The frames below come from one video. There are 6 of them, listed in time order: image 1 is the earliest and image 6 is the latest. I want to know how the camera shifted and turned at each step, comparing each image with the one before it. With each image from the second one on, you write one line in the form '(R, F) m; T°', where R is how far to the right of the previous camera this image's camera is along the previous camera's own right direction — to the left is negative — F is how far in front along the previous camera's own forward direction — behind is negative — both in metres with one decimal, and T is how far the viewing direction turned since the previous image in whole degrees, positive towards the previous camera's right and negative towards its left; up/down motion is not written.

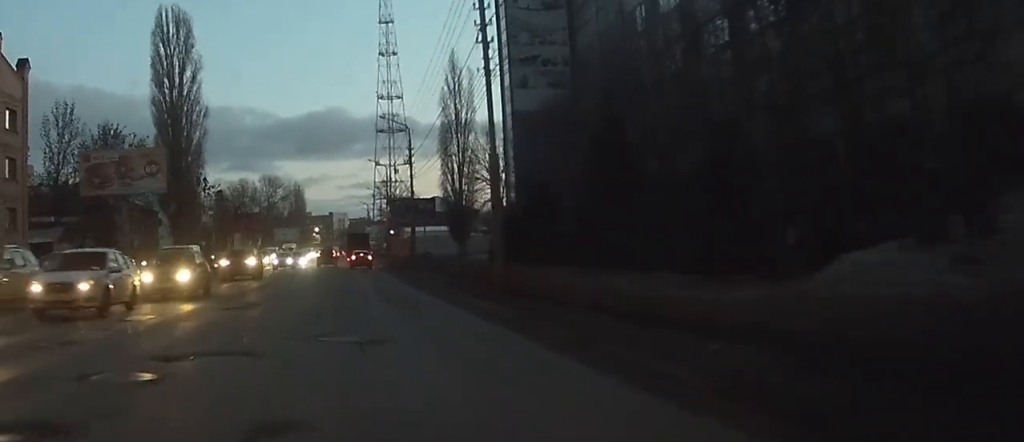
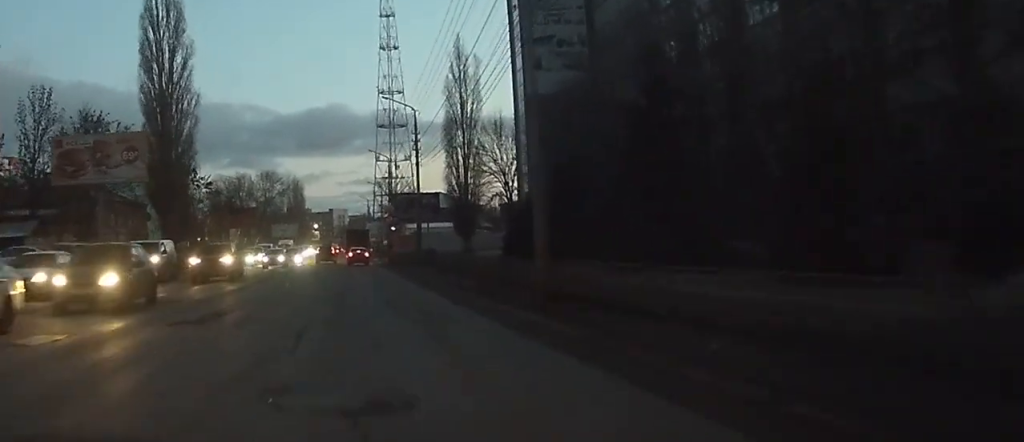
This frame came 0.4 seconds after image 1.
(+0.1, +5.7) m; 0°
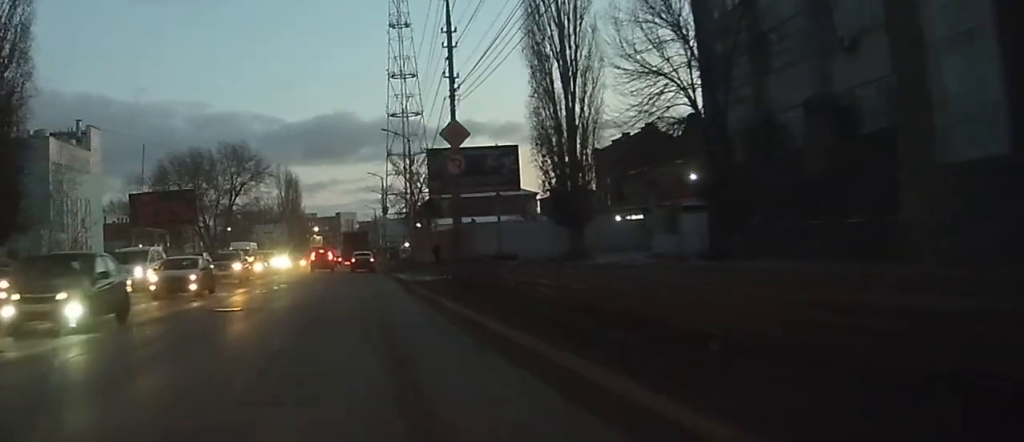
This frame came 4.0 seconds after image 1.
(+0.1, +50.9) m; 0°
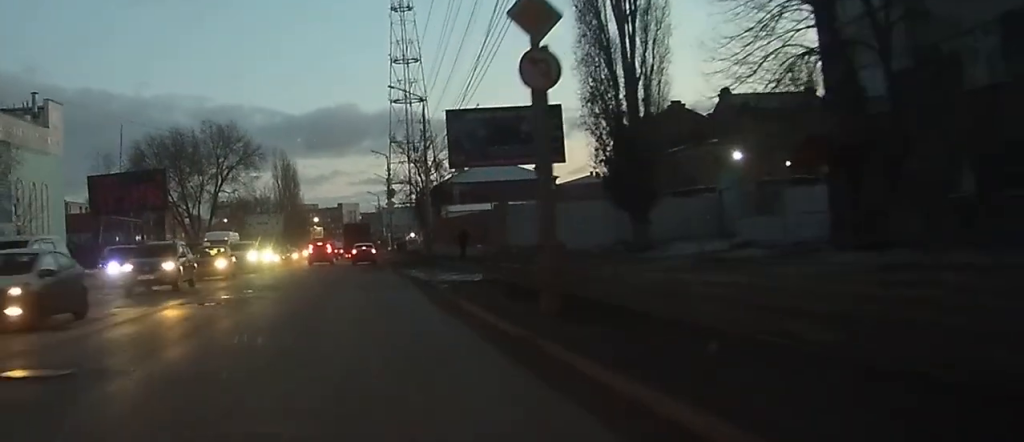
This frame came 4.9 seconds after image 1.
(0.0, +12.5) m; 0°
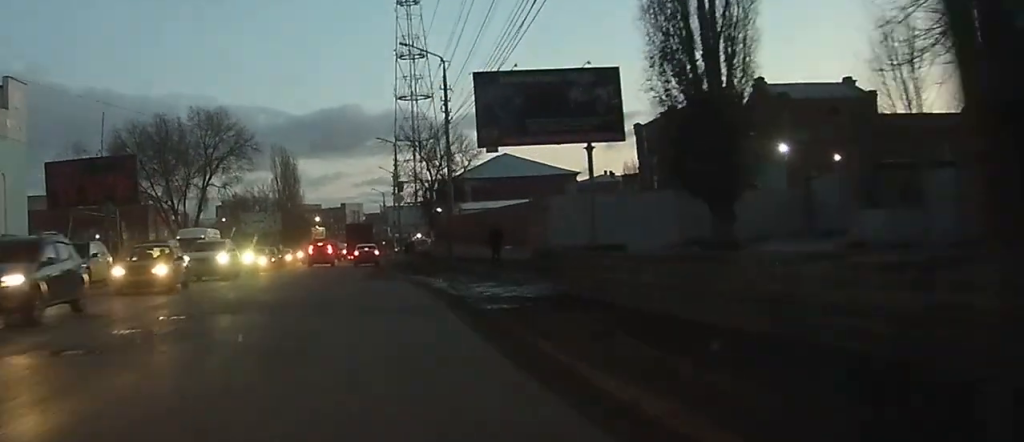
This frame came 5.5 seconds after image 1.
(-0.1, +10.0) m; 0°
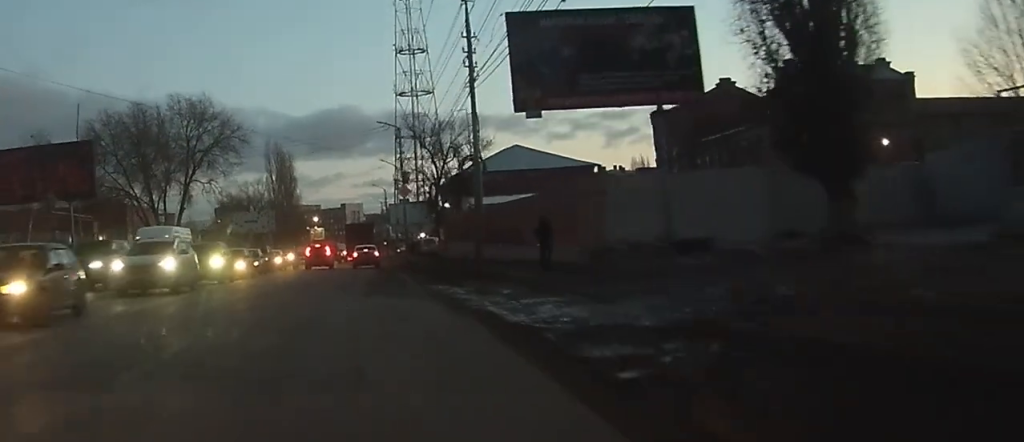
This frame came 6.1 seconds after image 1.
(0.0, +9.0) m; 0°
